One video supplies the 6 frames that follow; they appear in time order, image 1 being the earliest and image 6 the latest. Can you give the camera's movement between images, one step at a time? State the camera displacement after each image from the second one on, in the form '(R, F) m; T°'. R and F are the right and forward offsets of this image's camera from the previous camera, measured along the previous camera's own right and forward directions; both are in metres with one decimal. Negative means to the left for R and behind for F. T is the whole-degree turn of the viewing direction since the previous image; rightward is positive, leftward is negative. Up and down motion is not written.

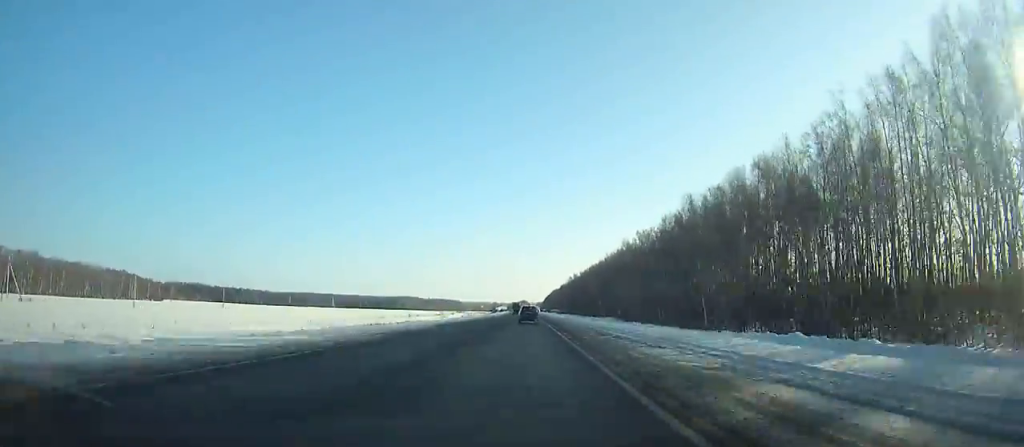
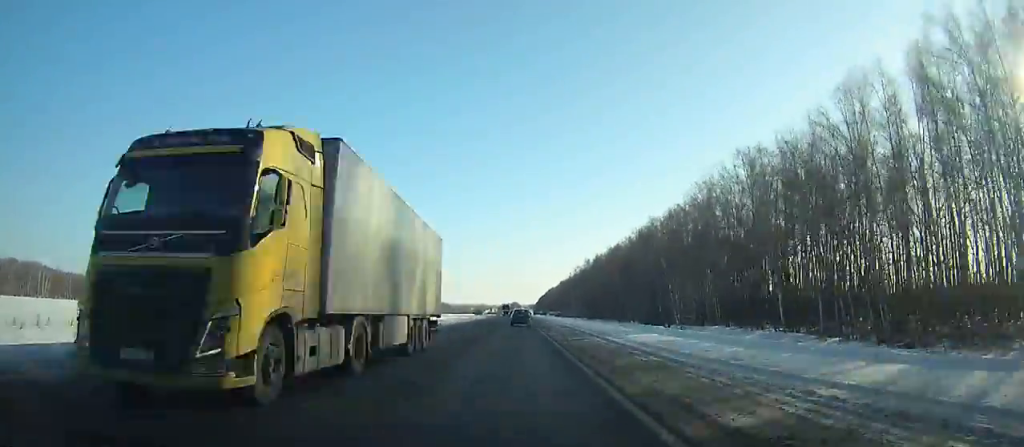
(0.0, +96.3) m; 0°
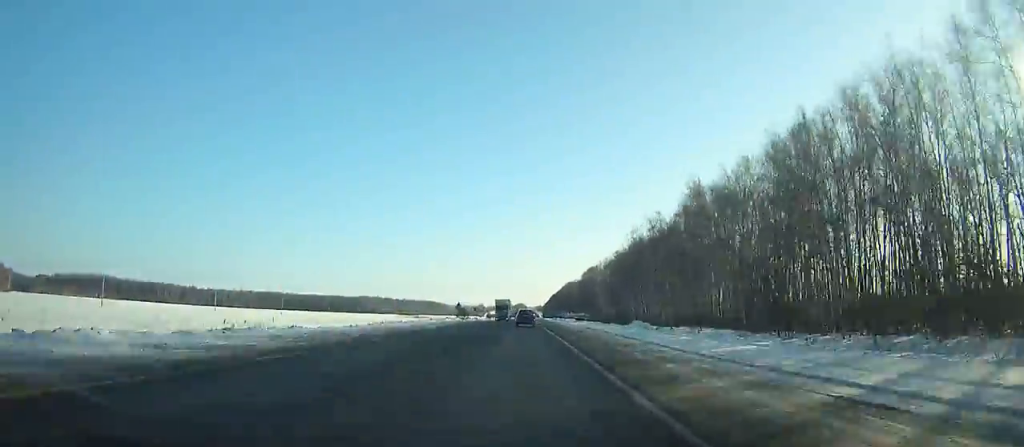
(-0.3, +136.8) m; 0°
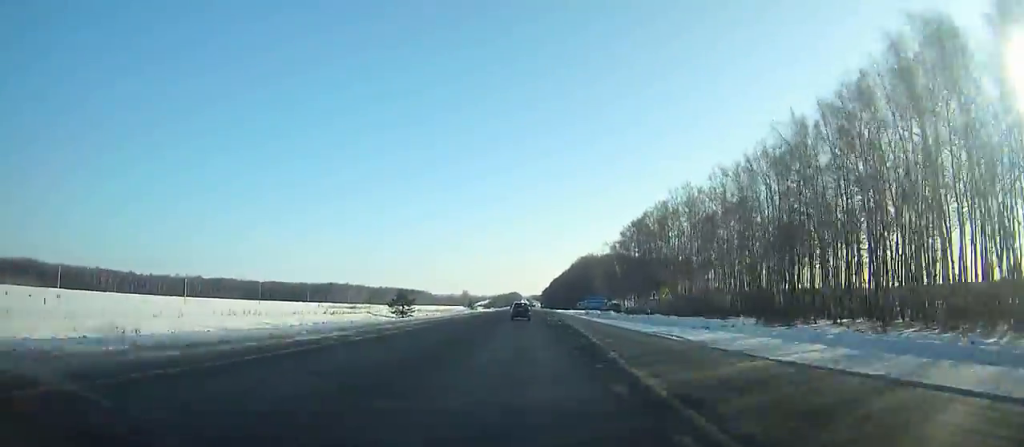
(+0.9, +130.6) m; +1°
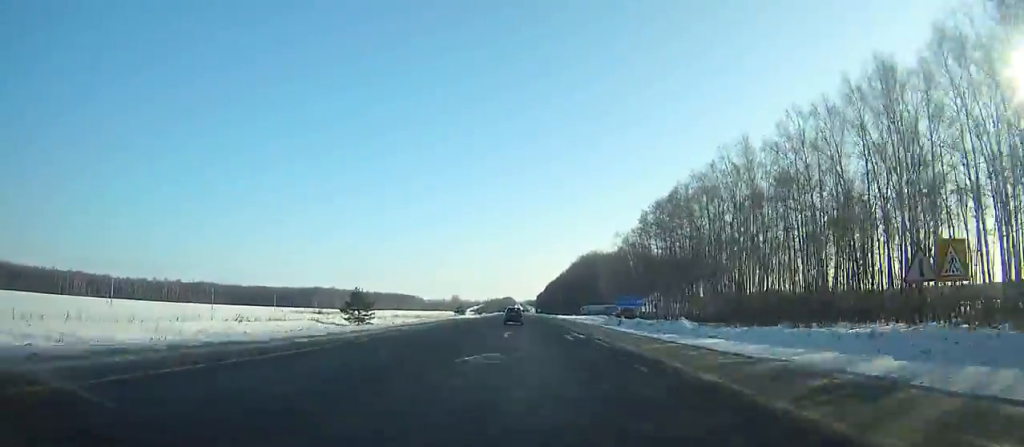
(+0.1, +34.6) m; 0°
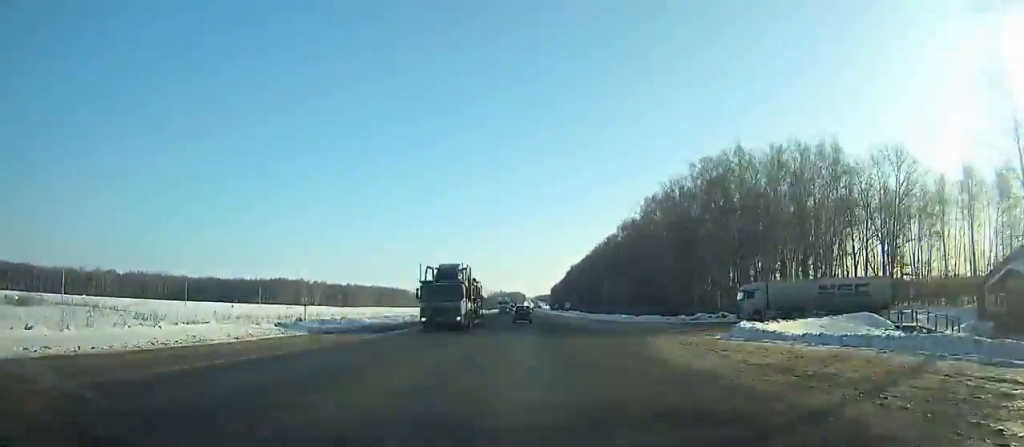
(-0.2, +141.4) m; 0°
